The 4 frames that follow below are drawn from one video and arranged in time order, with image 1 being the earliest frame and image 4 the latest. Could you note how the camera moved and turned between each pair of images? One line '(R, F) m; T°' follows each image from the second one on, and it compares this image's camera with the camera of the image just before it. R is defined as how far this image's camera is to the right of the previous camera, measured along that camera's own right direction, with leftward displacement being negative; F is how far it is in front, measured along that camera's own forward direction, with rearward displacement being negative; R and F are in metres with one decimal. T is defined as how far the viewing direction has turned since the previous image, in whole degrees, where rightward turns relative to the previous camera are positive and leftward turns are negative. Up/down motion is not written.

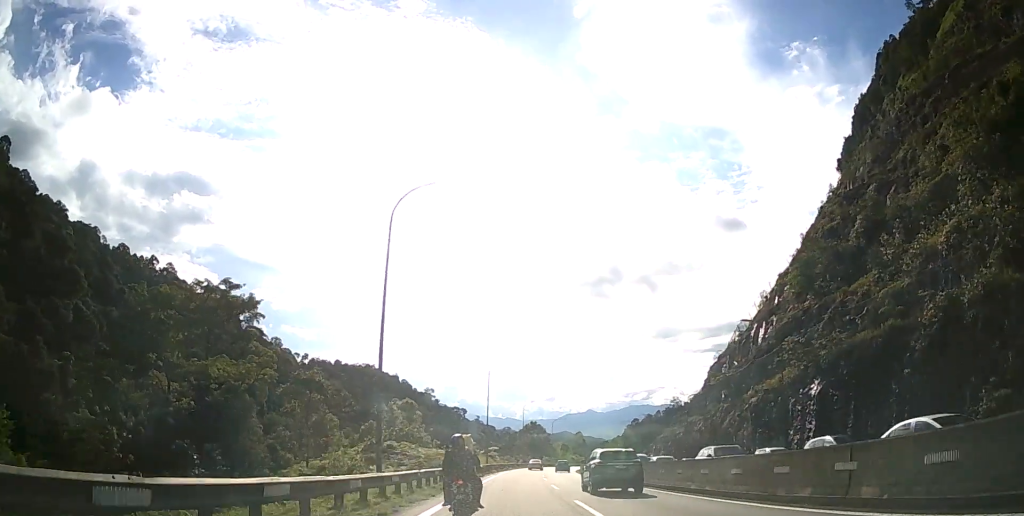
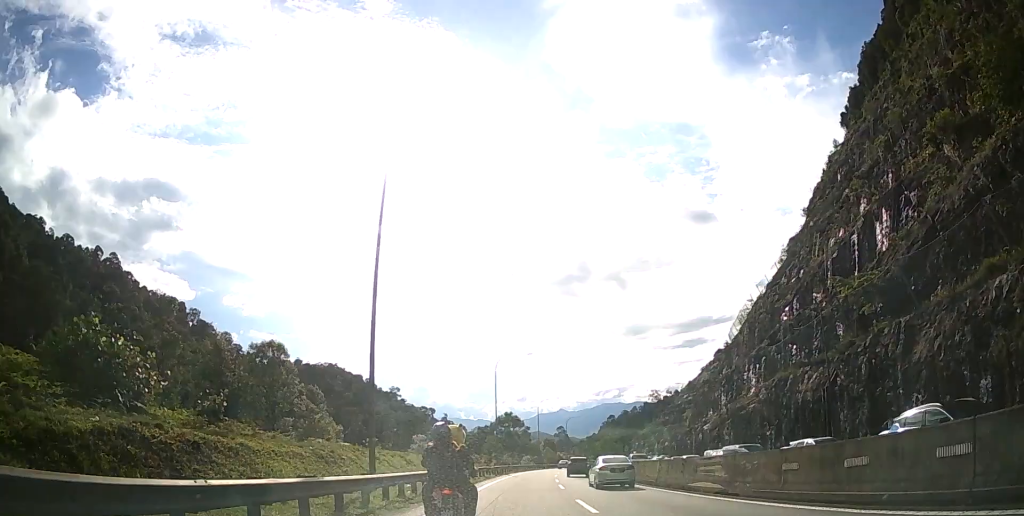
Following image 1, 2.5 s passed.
(+0.6, +45.5) m; +3°
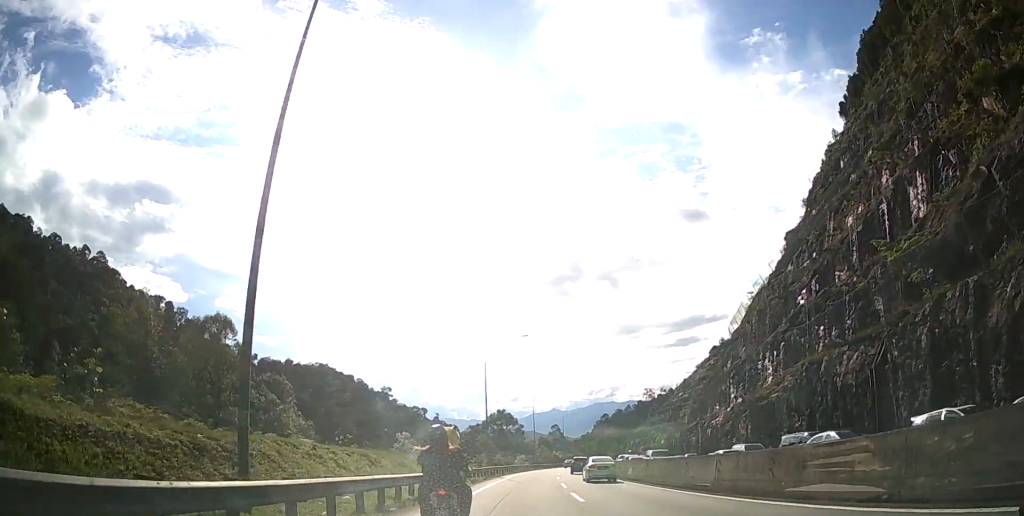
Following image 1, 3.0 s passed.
(+0.1, +8.4) m; +1°
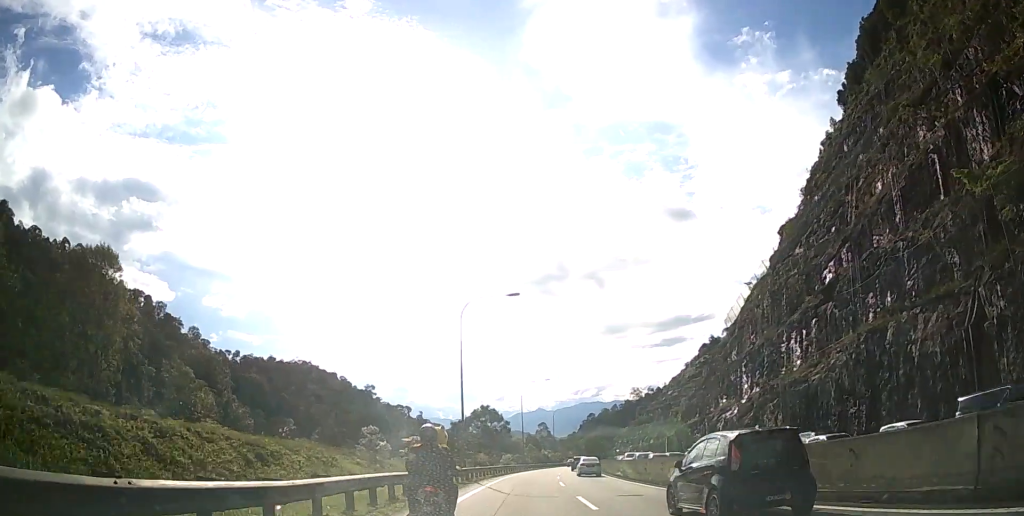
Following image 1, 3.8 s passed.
(+0.1, +12.0) m; +1°
